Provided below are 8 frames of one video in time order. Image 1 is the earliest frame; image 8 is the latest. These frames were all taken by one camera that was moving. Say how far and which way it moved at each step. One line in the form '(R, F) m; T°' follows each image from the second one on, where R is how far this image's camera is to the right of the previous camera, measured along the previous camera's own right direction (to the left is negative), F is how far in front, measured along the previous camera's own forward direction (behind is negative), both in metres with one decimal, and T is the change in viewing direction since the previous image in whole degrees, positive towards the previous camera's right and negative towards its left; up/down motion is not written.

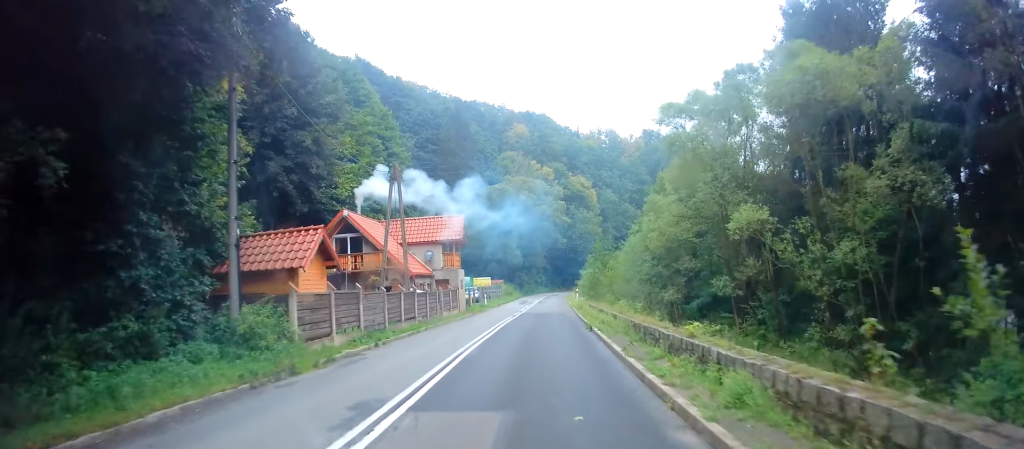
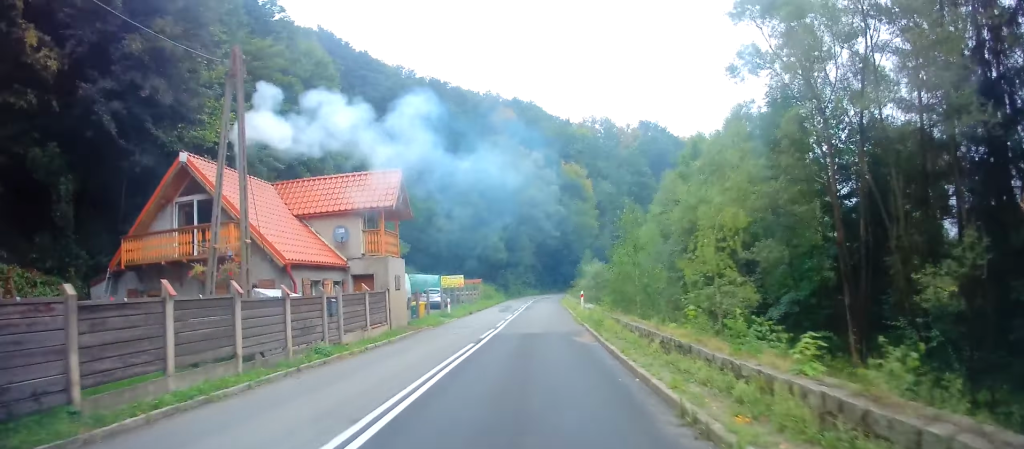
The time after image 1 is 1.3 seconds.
(-0.2, +15.7) m; 0°
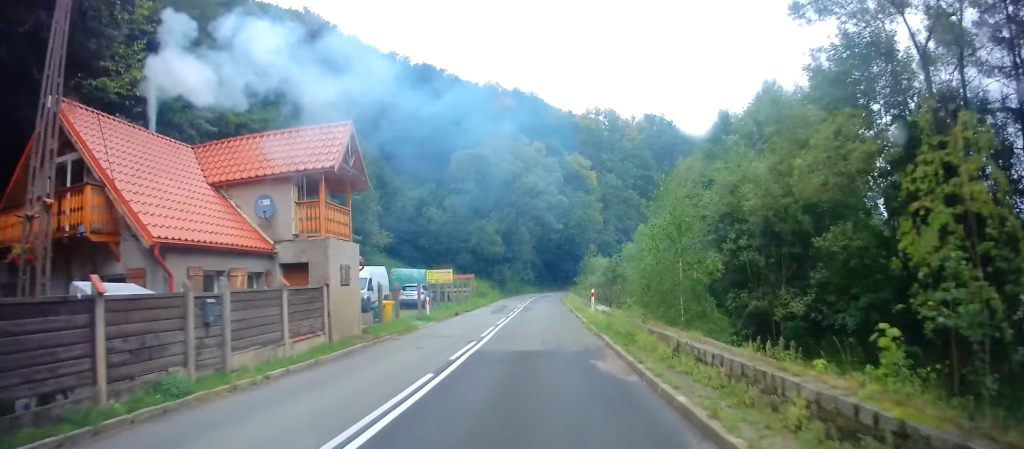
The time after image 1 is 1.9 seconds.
(+0.1, +6.7) m; +1°
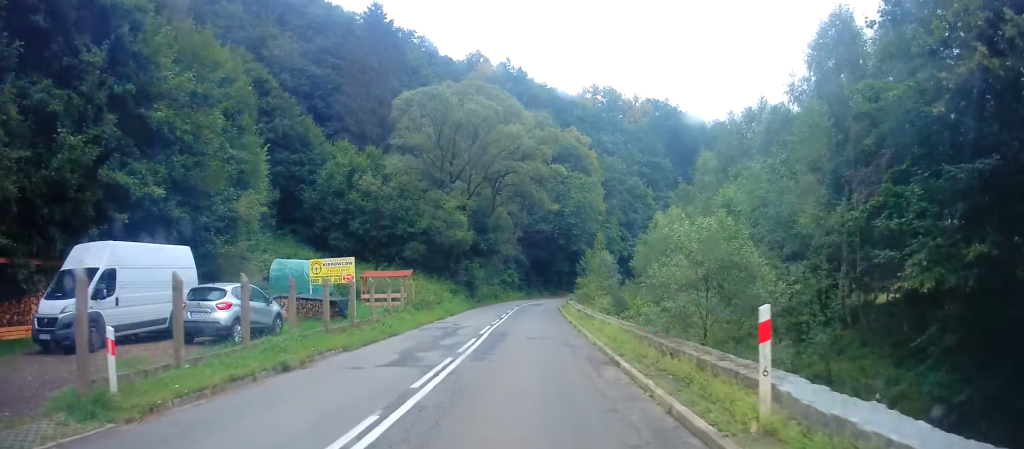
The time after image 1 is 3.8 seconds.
(+0.4, +22.0) m; +2°
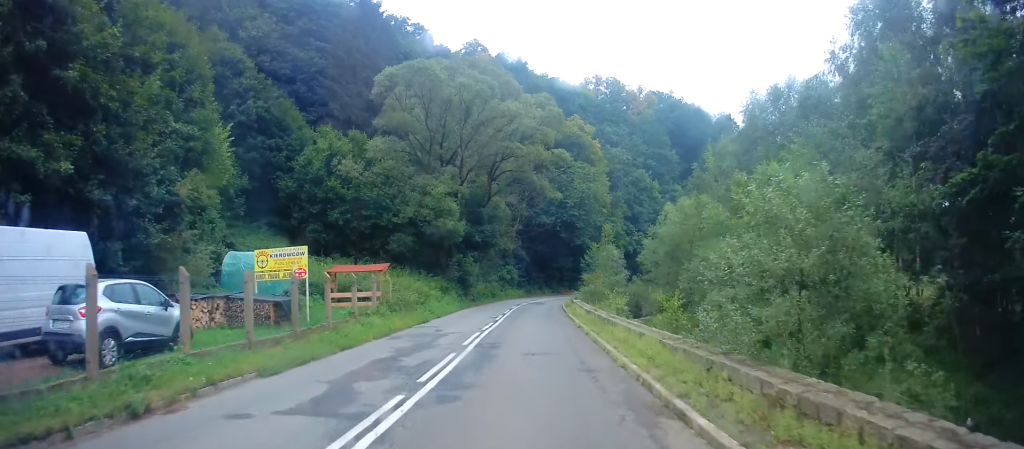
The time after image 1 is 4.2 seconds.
(+0.1, +5.0) m; +1°
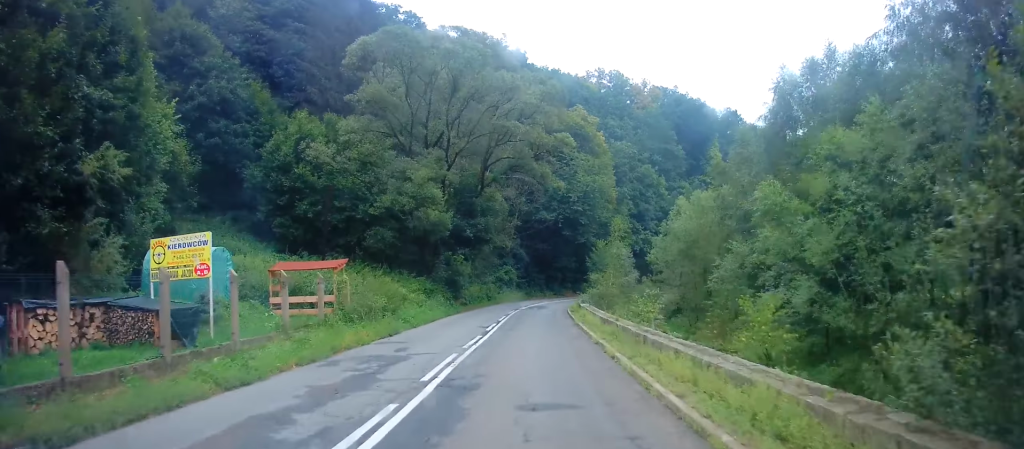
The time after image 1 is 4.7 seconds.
(+0.1, +5.9) m; +1°
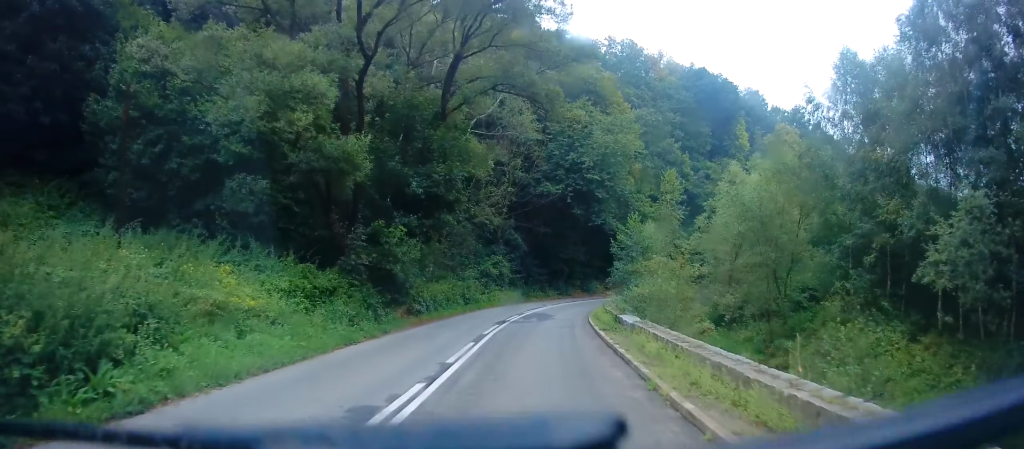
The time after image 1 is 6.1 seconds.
(+0.3, +16.6) m; 0°
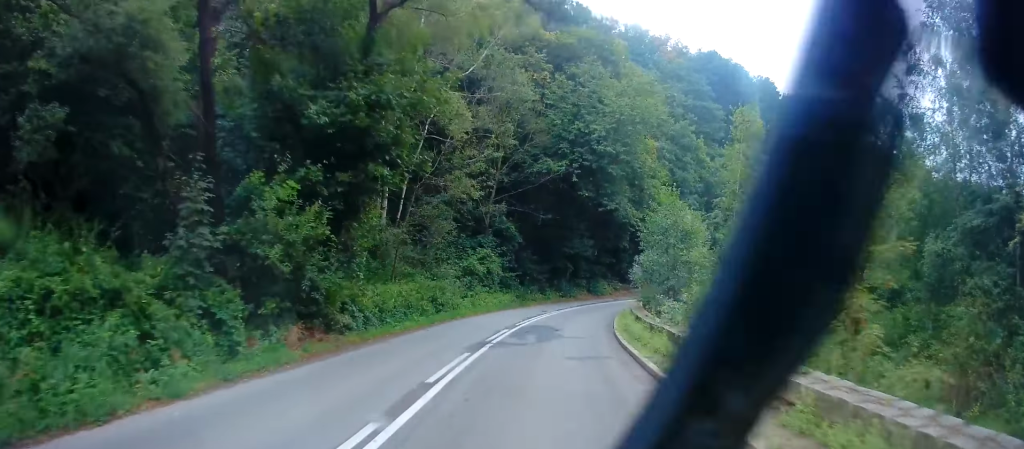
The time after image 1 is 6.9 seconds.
(-0.1, +9.5) m; 0°
